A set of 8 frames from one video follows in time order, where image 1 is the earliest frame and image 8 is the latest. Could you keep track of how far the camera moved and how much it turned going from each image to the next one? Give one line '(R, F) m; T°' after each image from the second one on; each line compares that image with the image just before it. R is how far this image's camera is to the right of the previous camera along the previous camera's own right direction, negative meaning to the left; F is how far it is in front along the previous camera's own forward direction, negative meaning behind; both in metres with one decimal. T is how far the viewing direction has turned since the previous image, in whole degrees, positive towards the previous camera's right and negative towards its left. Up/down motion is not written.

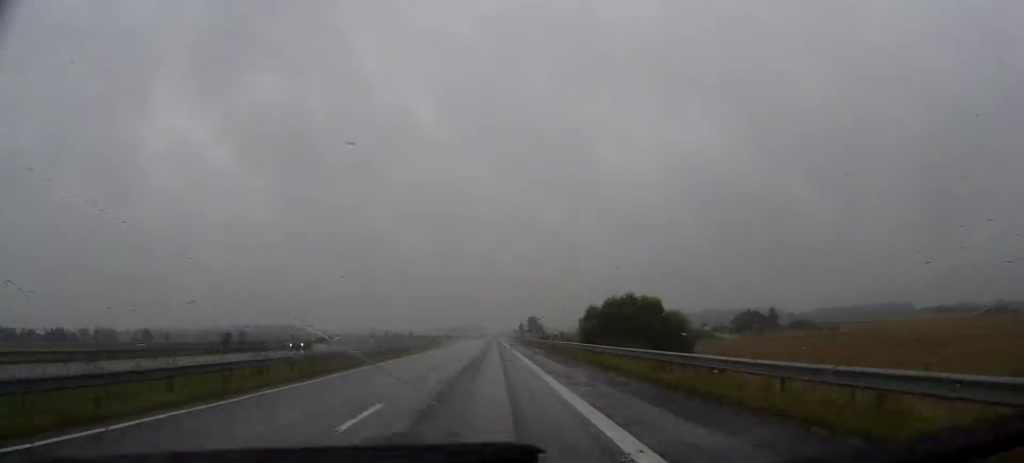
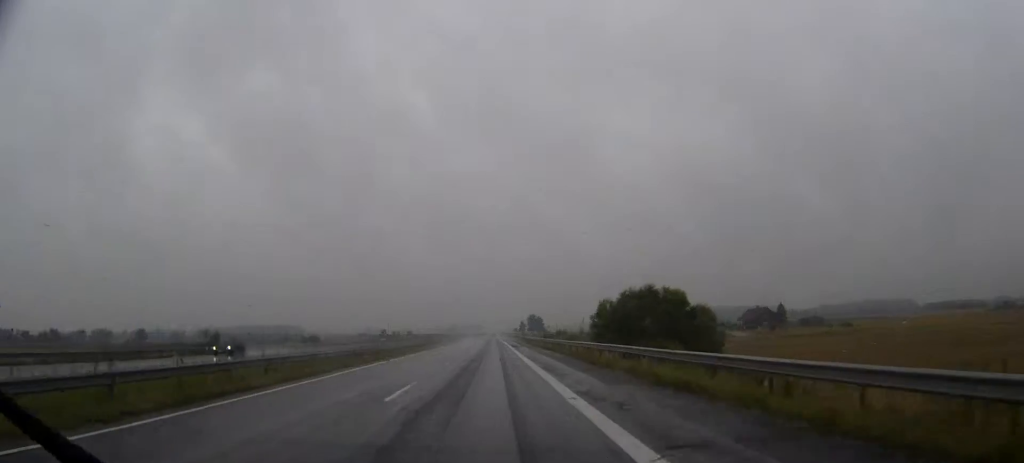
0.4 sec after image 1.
(0.0, +11.3) m; 0°
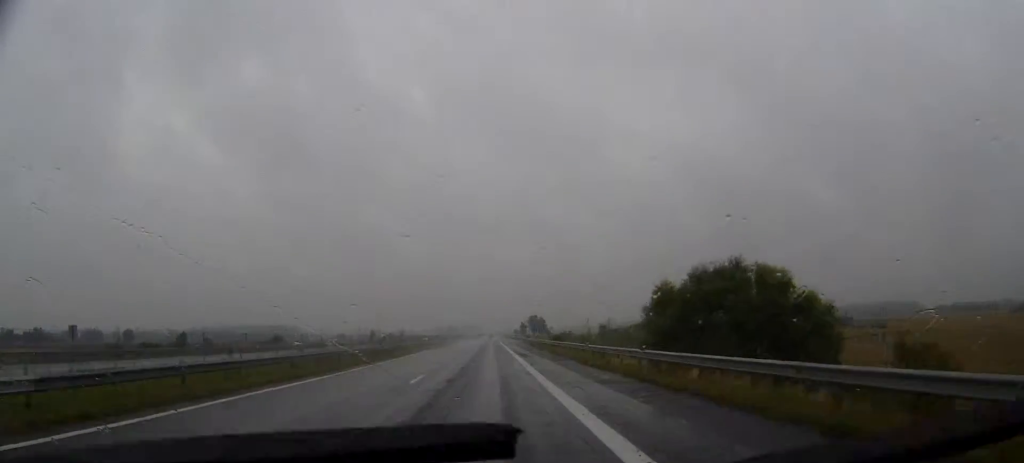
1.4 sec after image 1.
(0.0, +27.2) m; 0°
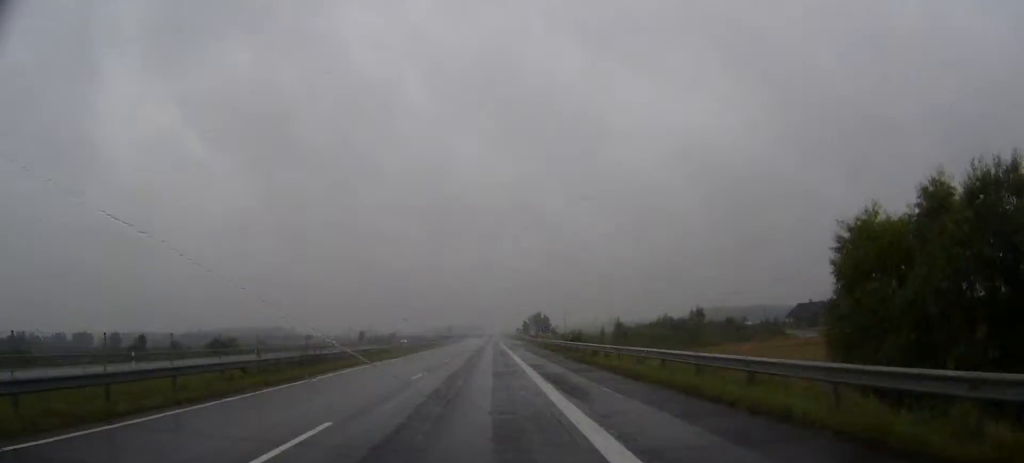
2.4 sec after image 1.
(0.0, +28.2) m; 0°
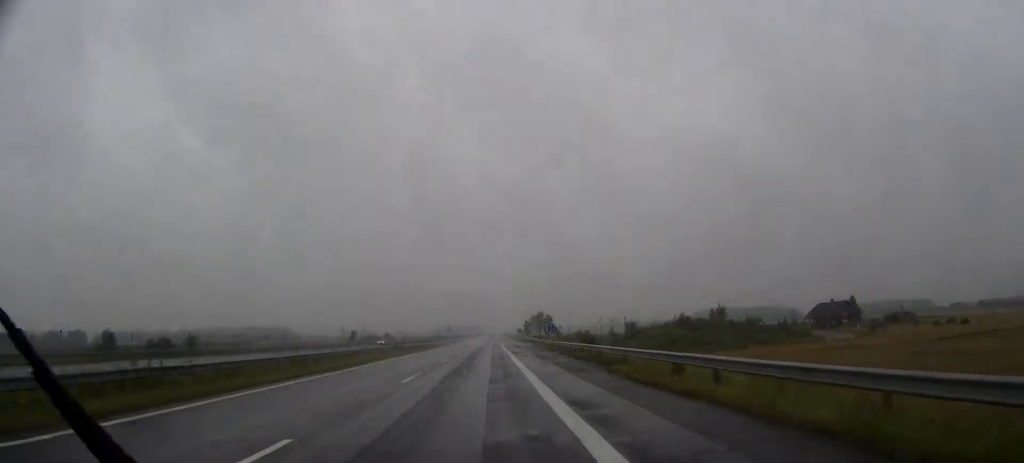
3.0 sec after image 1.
(0.0, +17.8) m; 0°
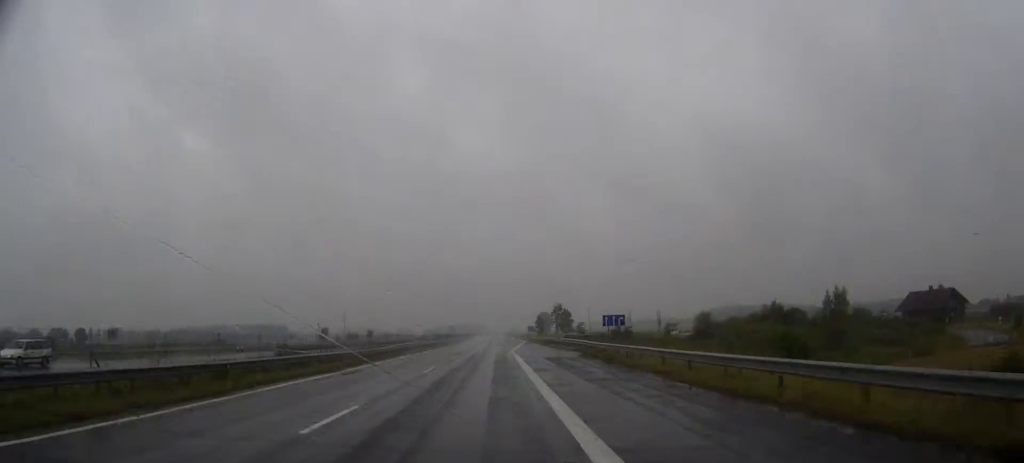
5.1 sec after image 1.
(-0.2, +58.2) m; 0°
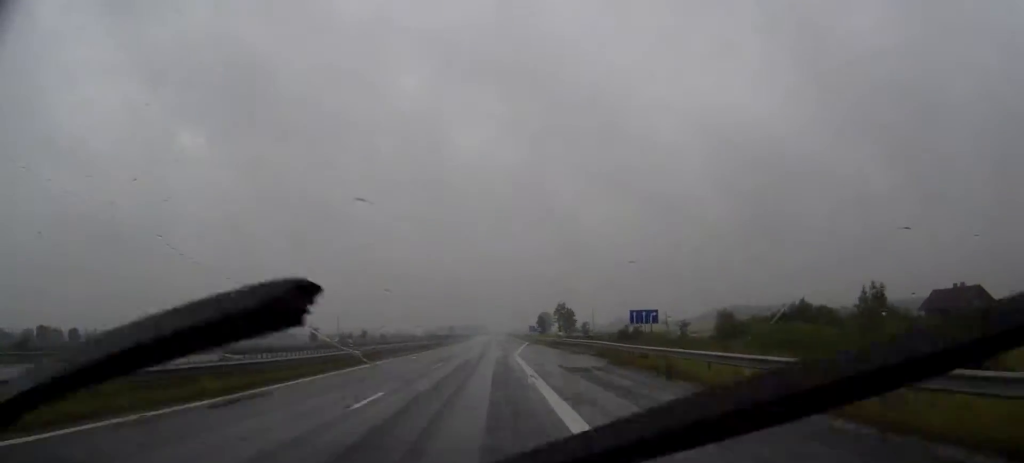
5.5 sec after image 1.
(0.0, +12.2) m; 0°
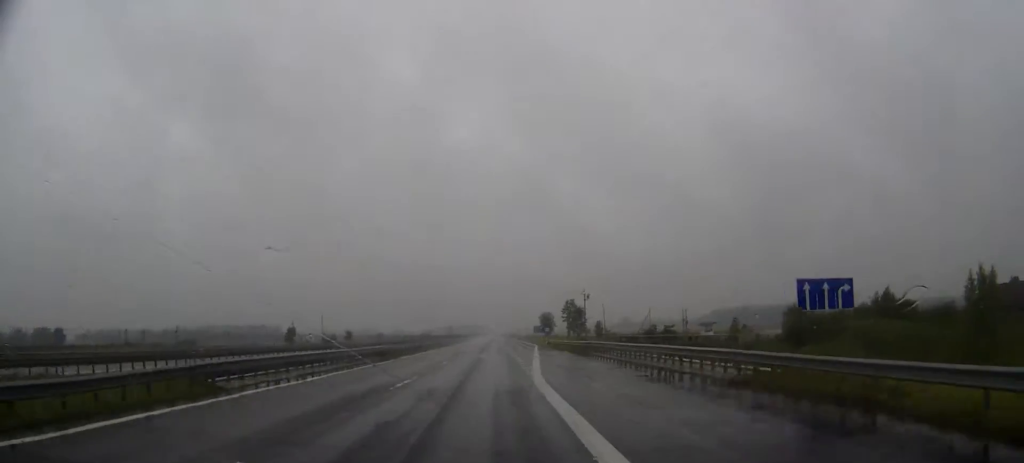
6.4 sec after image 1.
(0.0, +26.3) m; 0°
